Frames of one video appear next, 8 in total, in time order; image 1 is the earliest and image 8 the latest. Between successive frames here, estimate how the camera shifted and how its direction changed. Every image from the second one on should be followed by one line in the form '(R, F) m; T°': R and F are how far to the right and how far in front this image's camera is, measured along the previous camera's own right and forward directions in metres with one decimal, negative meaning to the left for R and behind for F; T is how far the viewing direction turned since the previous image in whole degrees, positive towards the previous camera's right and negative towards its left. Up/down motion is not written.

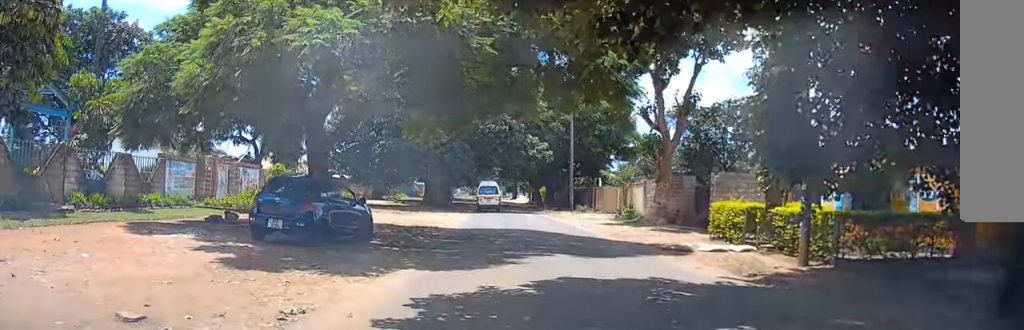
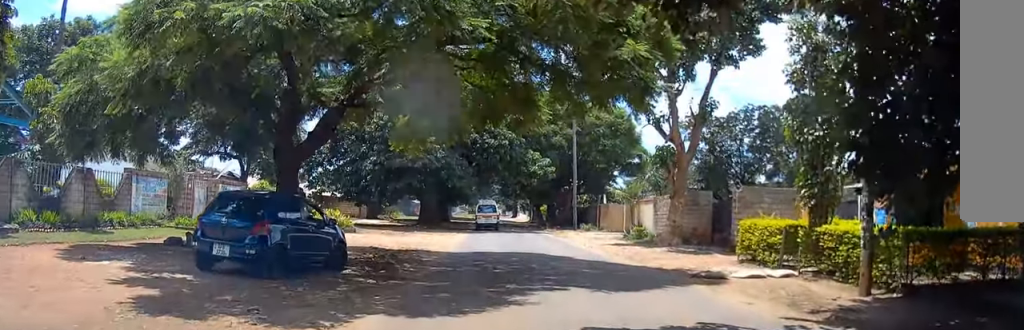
(0.0, +2.9) m; -1°
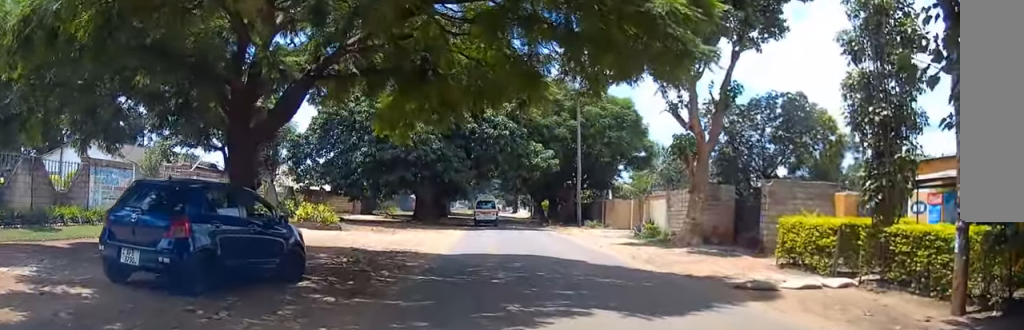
(-0.1, +2.8) m; +1°
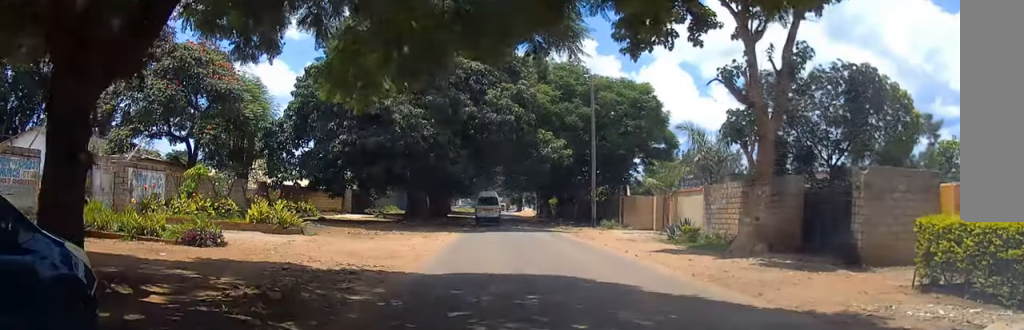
(0.0, +5.9) m; -2°
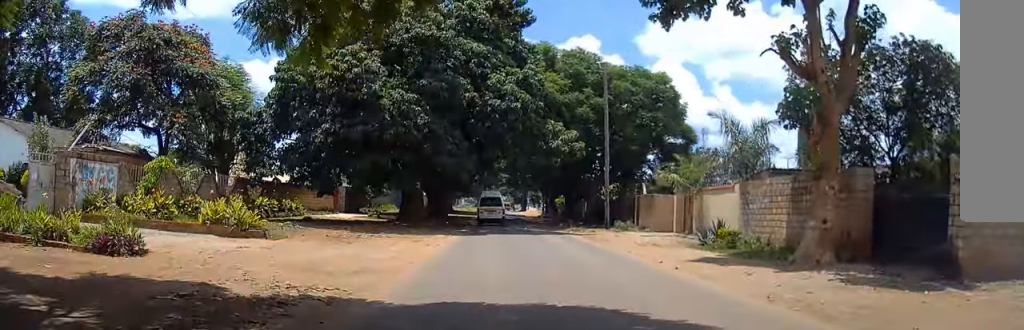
(-0.1, +3.9) m; -2°
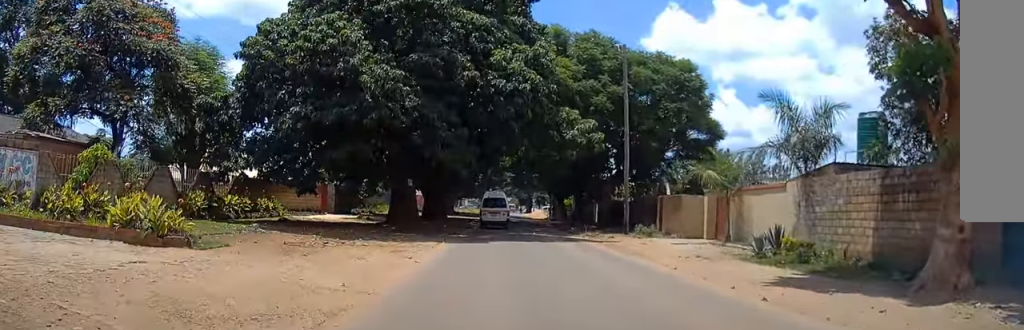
(0.0, +5.1) m; 0°
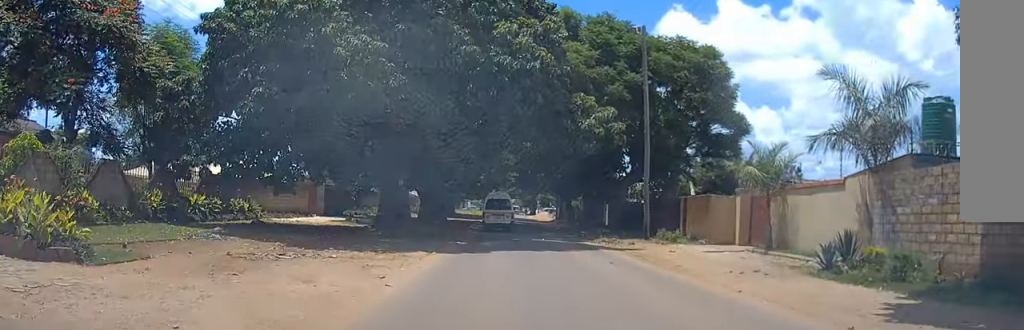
(0.0, +4.2) m; 0°
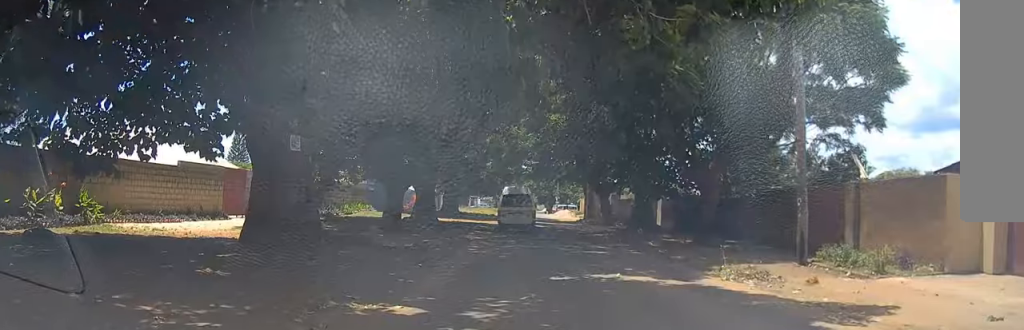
(+0.2, +16.2) m; +1°
